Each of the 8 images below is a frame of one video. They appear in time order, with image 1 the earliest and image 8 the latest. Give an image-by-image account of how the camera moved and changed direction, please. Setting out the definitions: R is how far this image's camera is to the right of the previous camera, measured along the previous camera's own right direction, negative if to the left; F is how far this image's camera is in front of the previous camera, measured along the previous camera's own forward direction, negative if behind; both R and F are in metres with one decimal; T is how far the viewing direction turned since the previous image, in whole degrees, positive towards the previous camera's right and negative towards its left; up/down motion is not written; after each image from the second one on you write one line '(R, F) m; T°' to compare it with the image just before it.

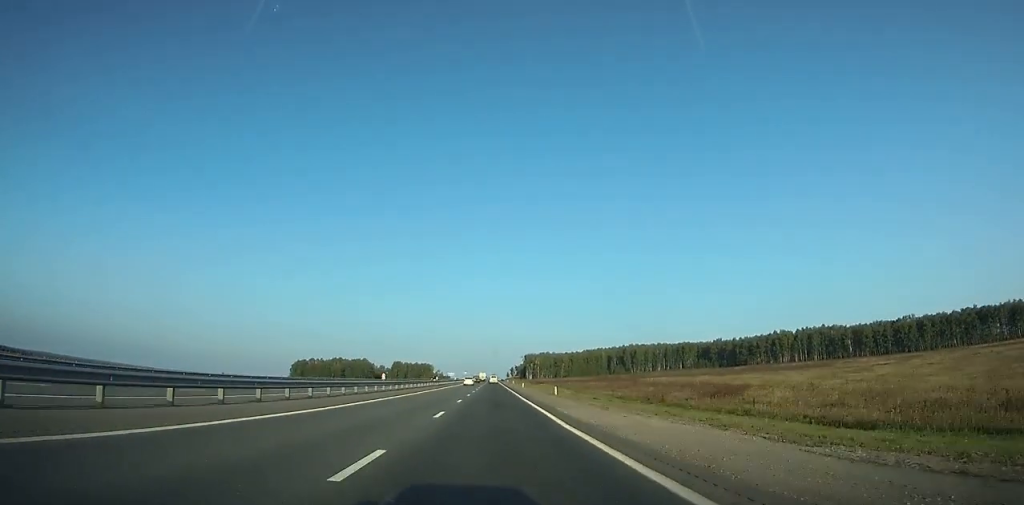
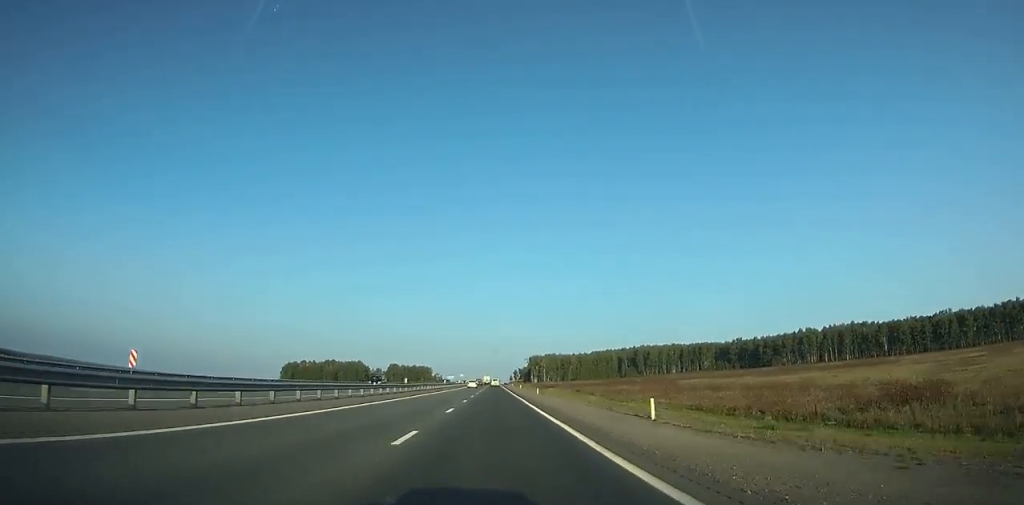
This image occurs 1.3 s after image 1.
(0.0, +32.1) m; 0°
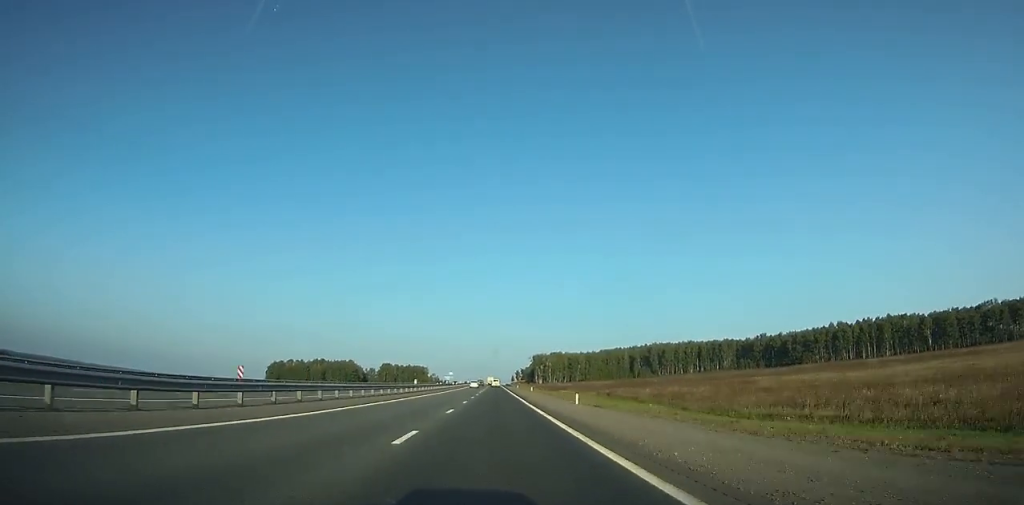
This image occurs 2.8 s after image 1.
(+0.1, +36.1) m; 0°
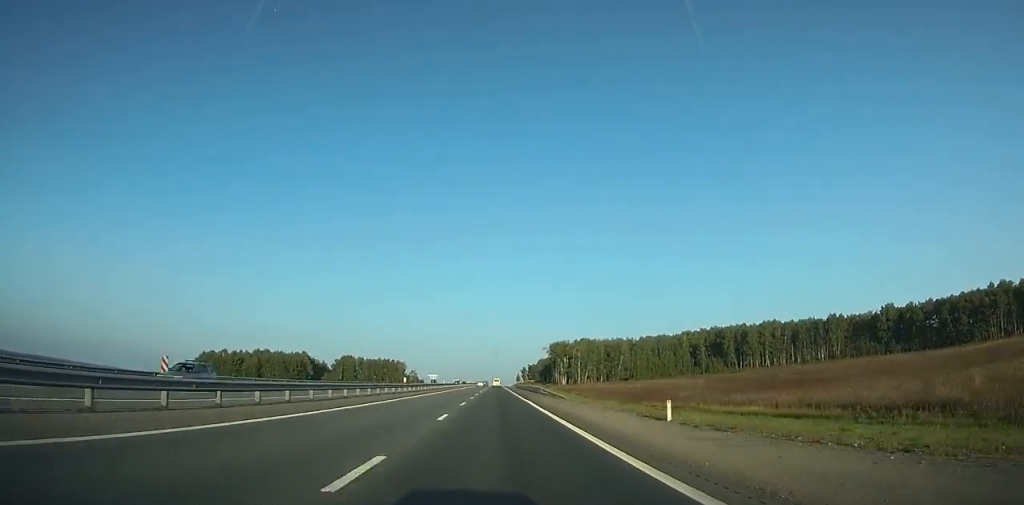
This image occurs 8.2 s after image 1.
(-0.2, +125.0) m; 0°
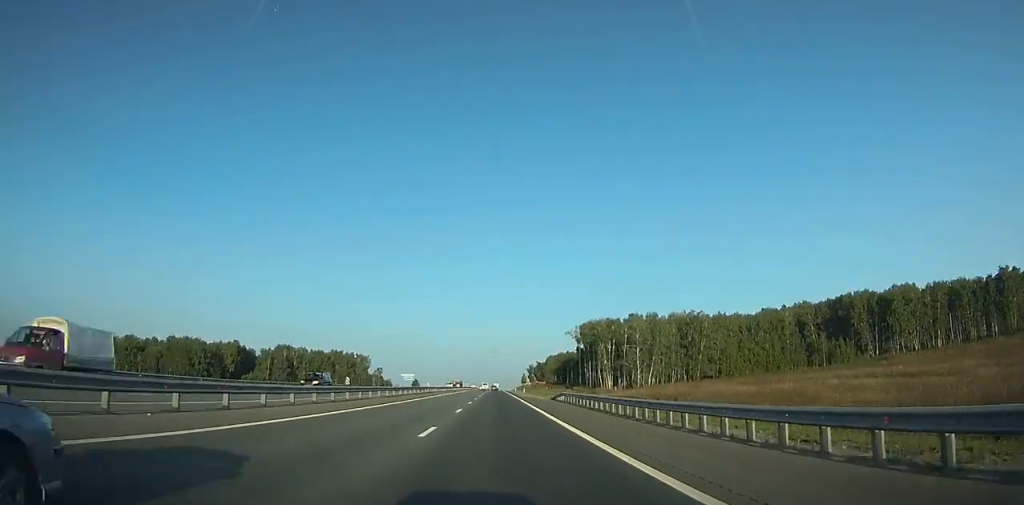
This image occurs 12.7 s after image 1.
(-0.2, +100.9) m; -1°
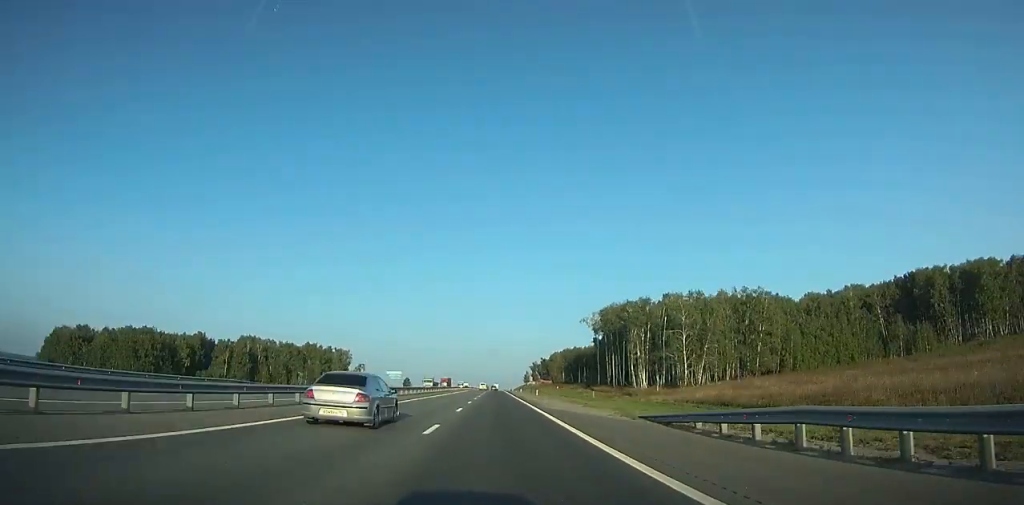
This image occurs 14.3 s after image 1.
(-0.2, +36.2) m; 0°
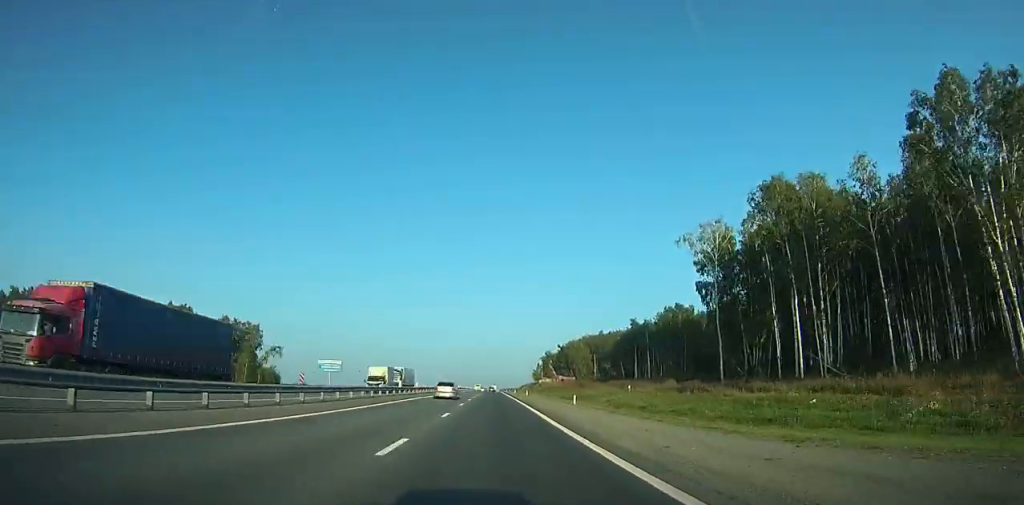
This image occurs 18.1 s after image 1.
(+0.6, +87.4) m; +1°
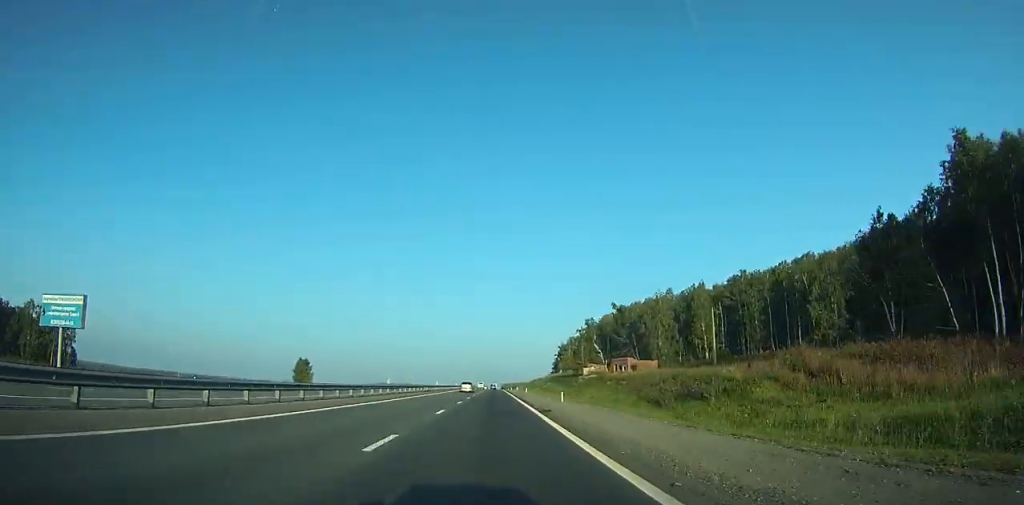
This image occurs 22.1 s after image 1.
(+0.2, +95.9) m; 0°
